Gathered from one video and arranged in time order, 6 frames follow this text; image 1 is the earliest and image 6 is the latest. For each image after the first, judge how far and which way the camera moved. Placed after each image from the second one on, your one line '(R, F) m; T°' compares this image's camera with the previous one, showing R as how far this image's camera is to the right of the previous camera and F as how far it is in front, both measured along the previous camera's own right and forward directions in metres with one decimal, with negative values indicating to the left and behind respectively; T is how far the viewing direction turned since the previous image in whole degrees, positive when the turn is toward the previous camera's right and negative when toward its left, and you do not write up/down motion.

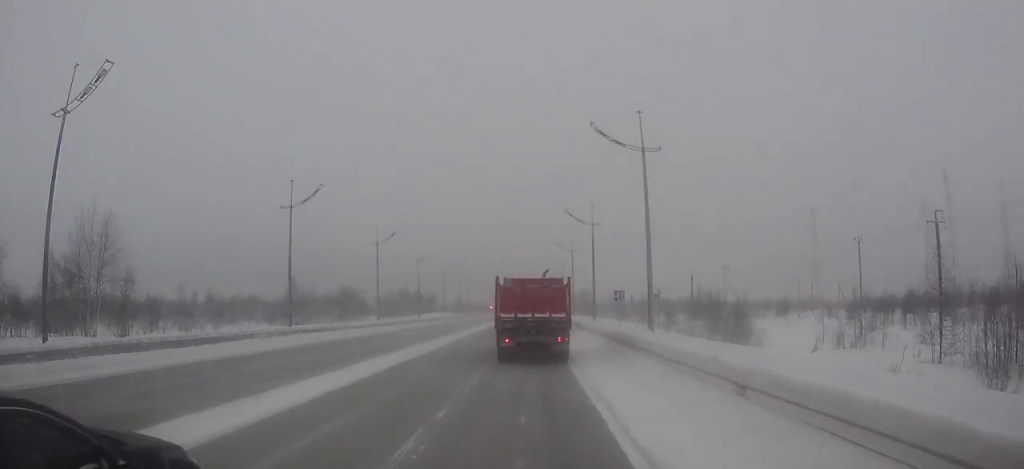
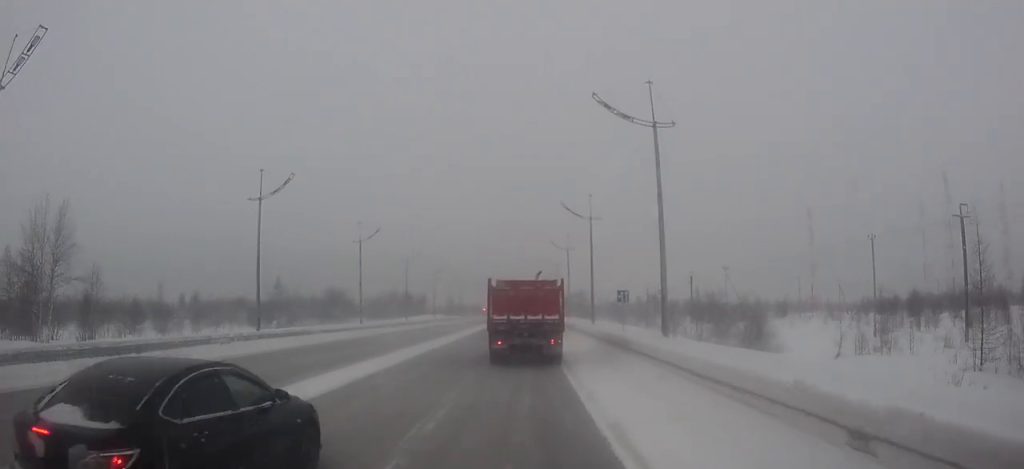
(0.0, +4.2) m; 0°
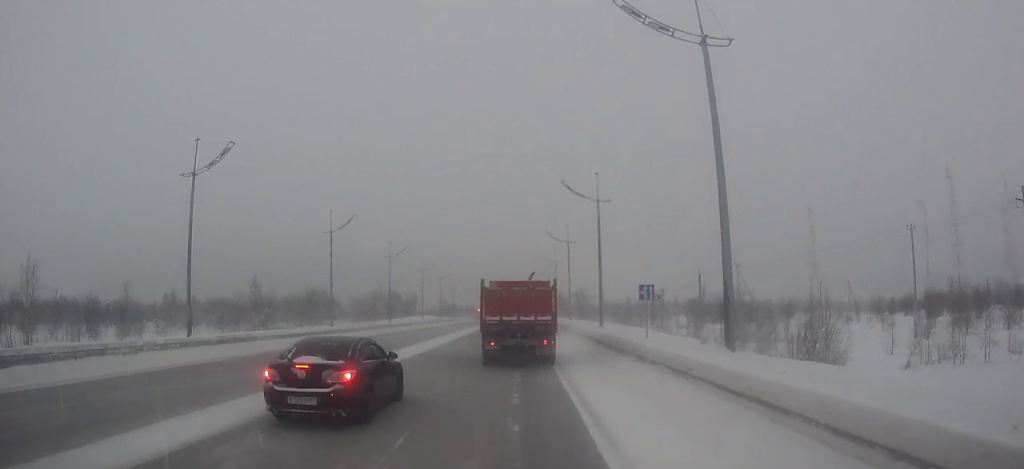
(0.0, +8.0) m; 0°
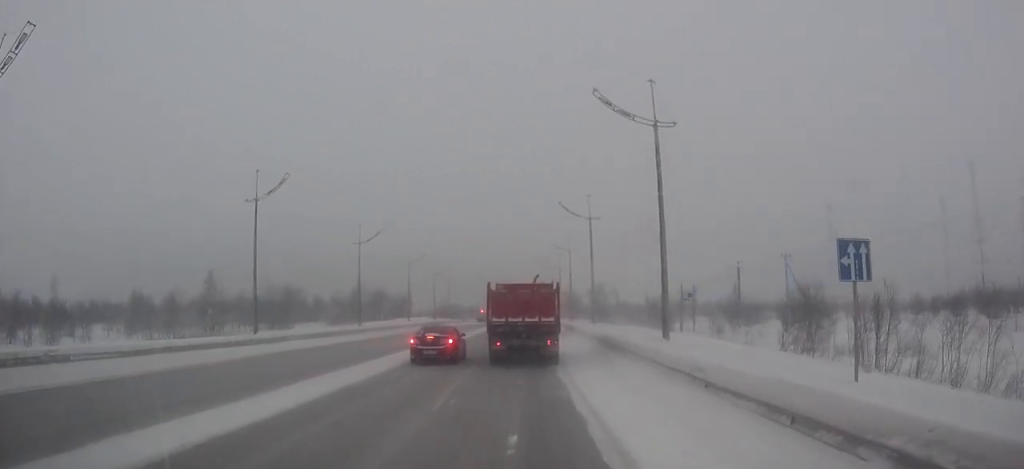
(-0.1, +17.2) m; 0°
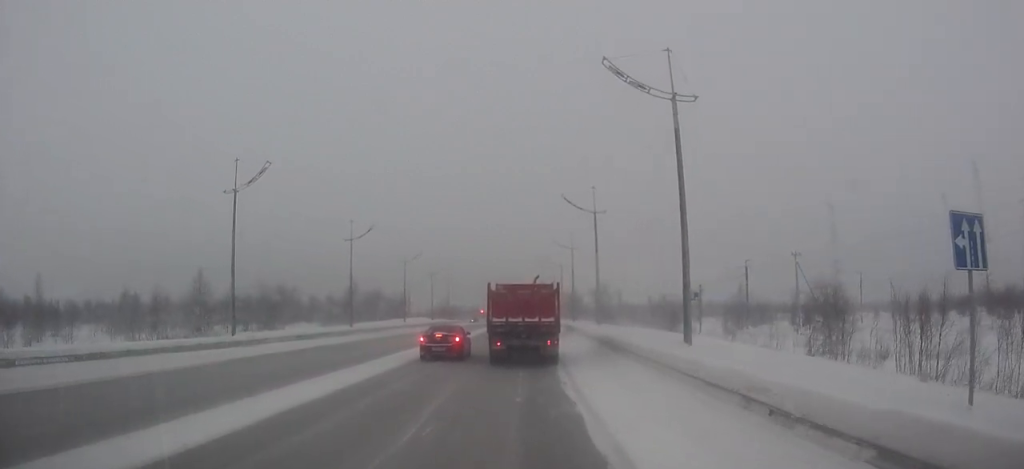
(0.0, +3.3) m; 0°
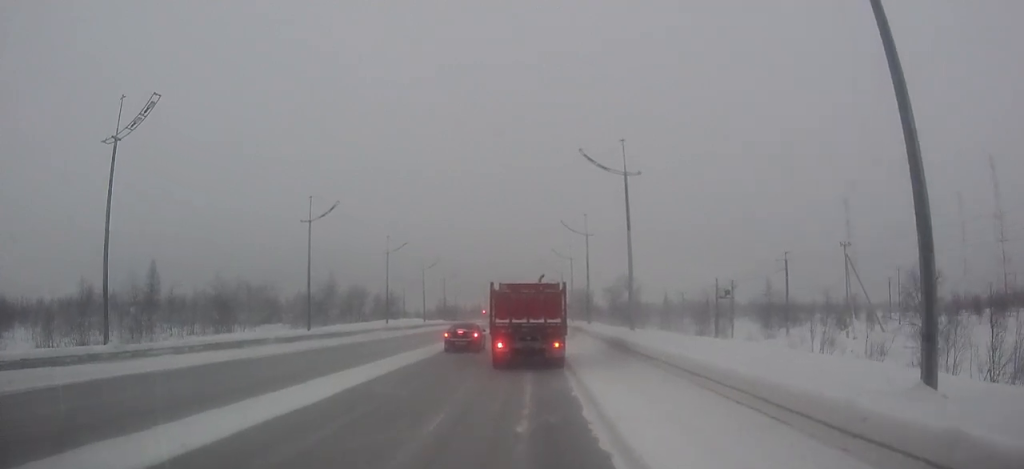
(0.0, +12.5) m; 0°
